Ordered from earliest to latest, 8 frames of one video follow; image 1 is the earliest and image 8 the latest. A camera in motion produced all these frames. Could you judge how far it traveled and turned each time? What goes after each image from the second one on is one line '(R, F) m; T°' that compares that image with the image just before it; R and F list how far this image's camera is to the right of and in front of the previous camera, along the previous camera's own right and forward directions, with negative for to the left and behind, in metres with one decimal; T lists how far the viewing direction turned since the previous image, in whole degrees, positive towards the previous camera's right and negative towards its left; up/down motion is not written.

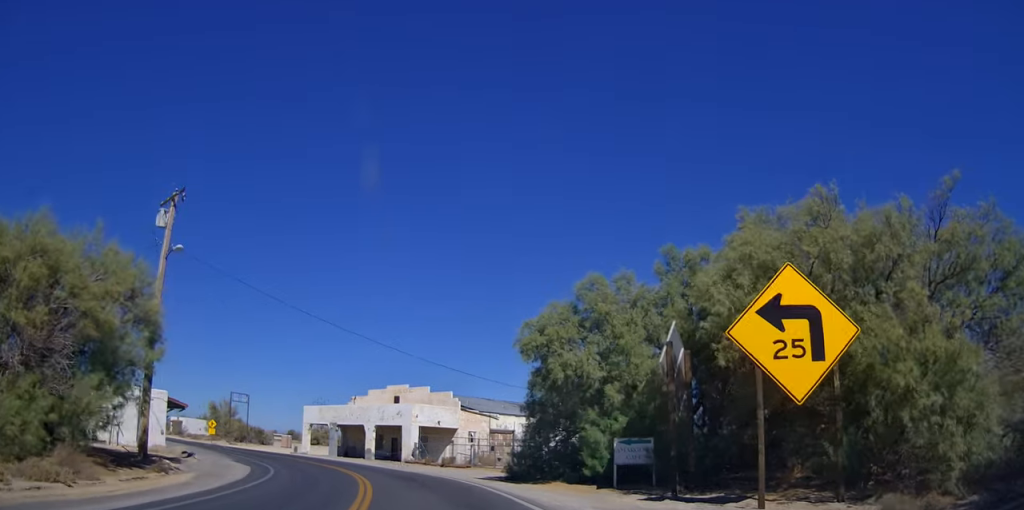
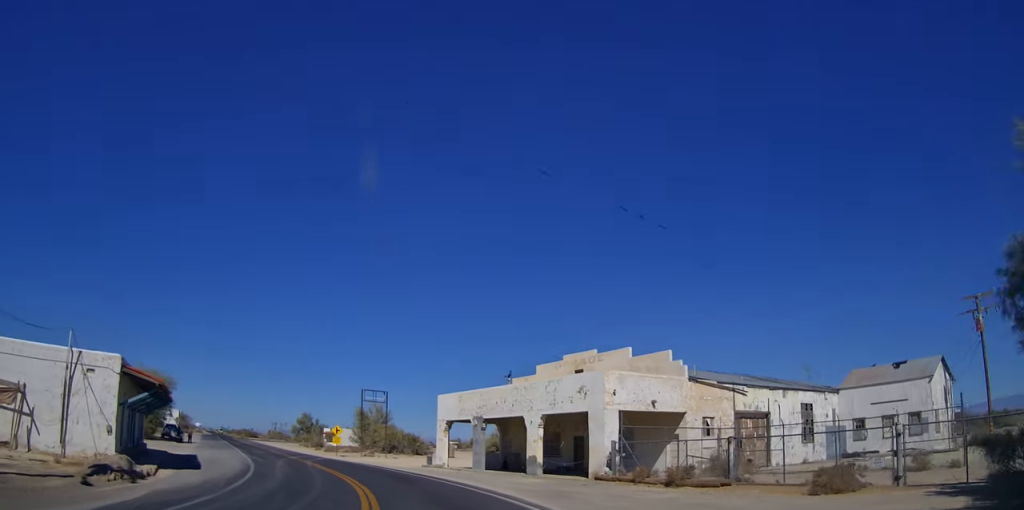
(-2.7, +22.4) m; -16°
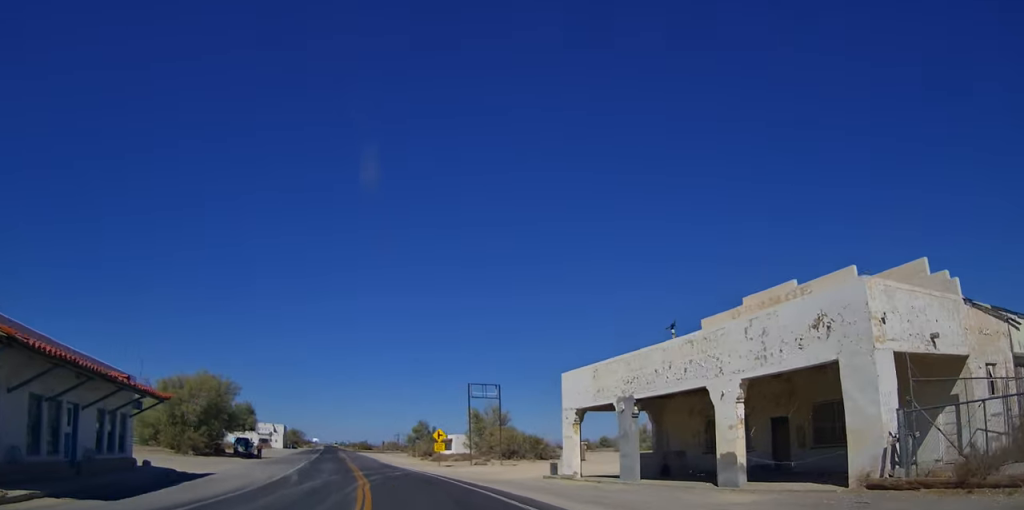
(-1.2, +12.9) m; -12°
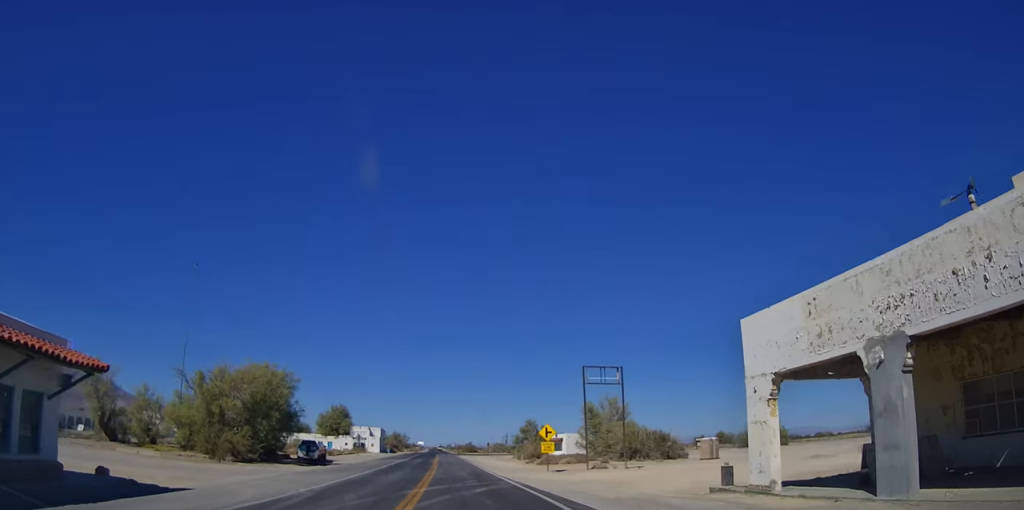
(-1.0, +10.9) m; -8°
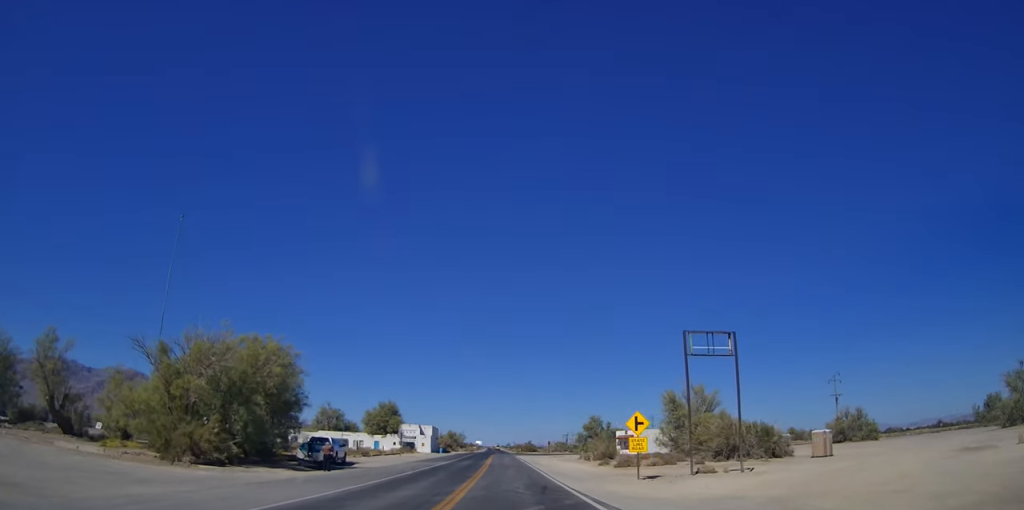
(-0.9, +11.7) m; -11°
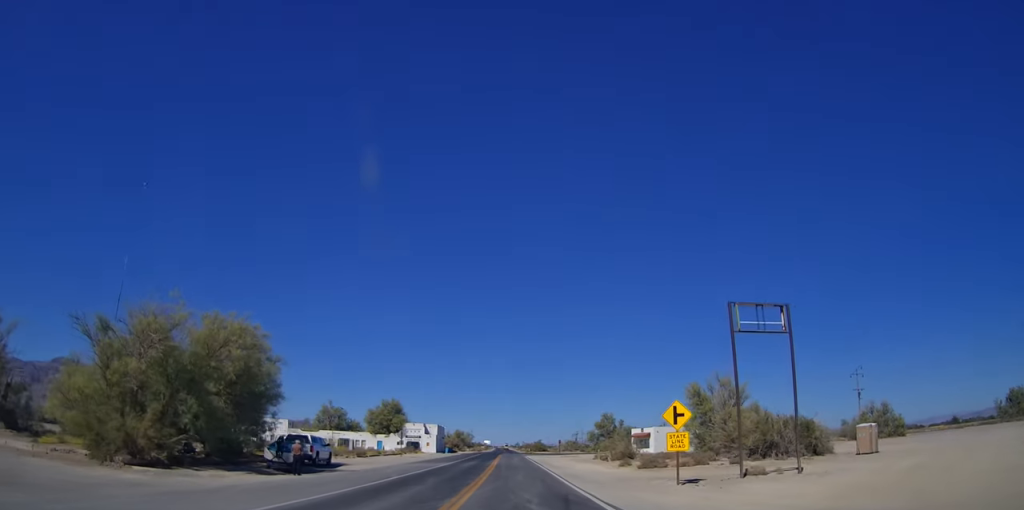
(-0.6, +5.7) m; -5°
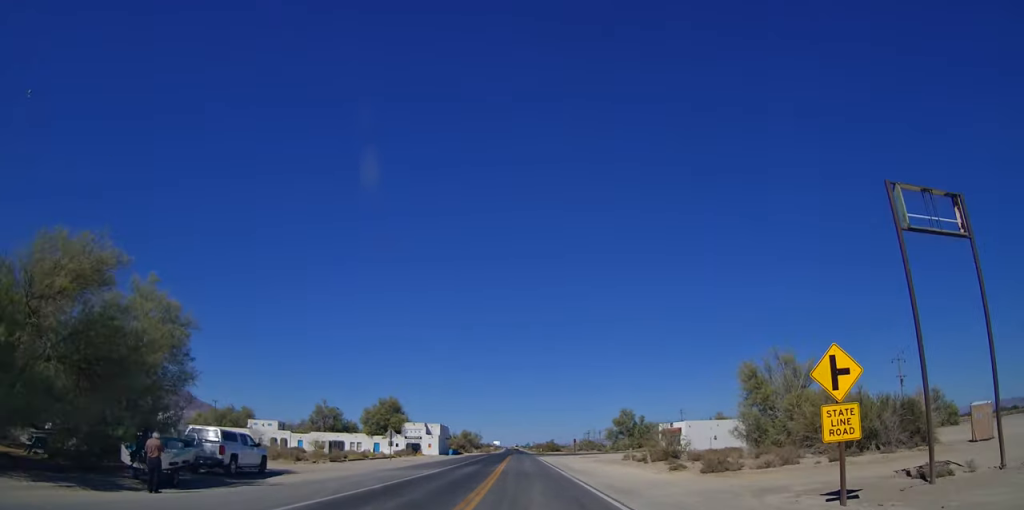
(-0.6, +11.6) m; -2°
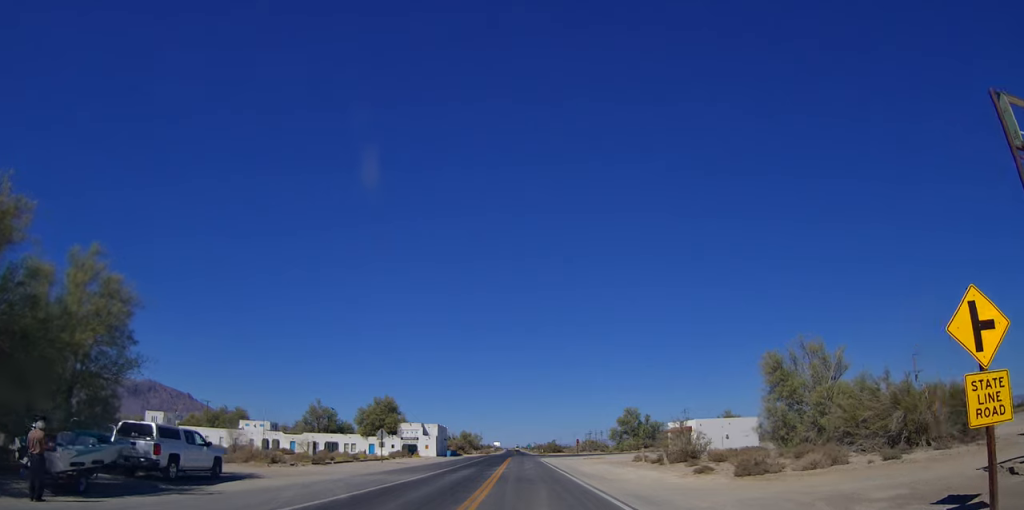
(+0.1, +4.4) m; +1°
